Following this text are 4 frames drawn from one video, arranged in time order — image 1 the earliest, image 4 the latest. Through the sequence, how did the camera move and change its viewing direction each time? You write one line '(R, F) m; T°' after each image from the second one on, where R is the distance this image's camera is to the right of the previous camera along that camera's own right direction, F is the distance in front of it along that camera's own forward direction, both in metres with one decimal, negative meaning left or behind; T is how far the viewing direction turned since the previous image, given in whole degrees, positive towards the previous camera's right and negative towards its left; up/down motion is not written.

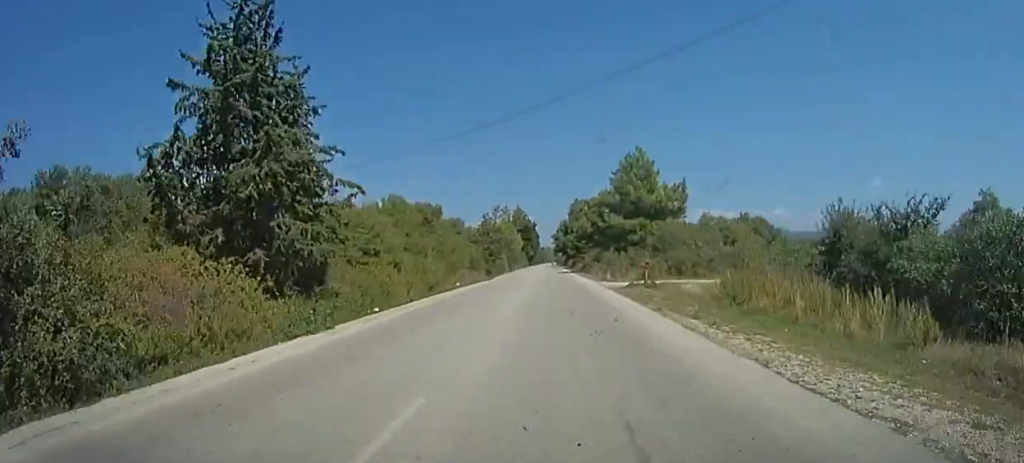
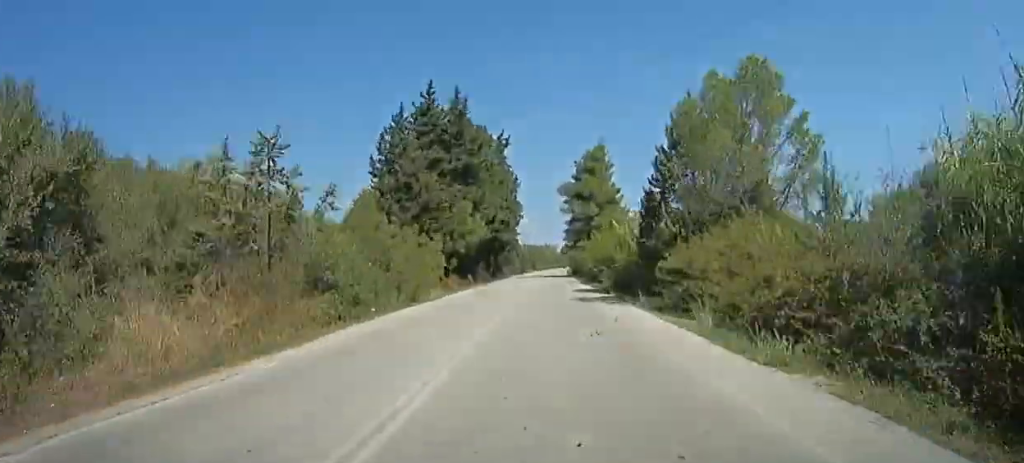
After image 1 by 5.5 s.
(+2.1, +150.5) m; -2°
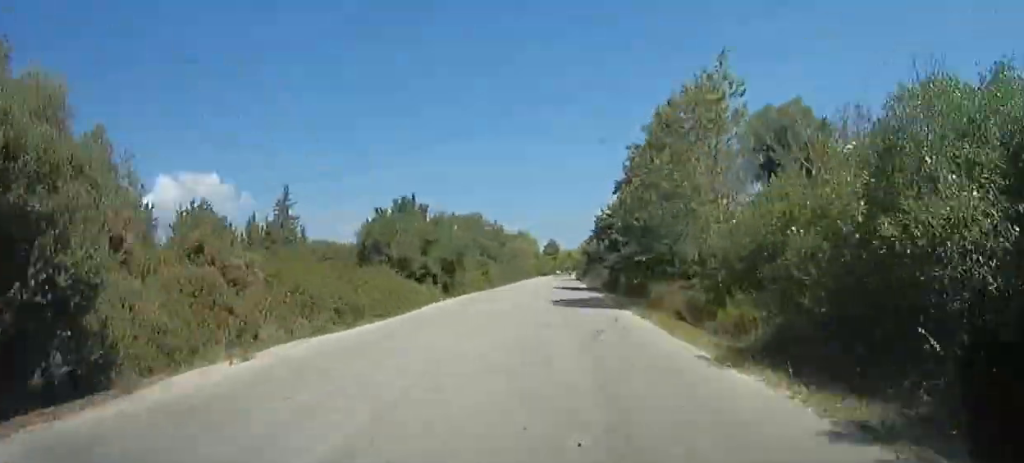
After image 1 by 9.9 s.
(+9.8, +120.5) m; +9°
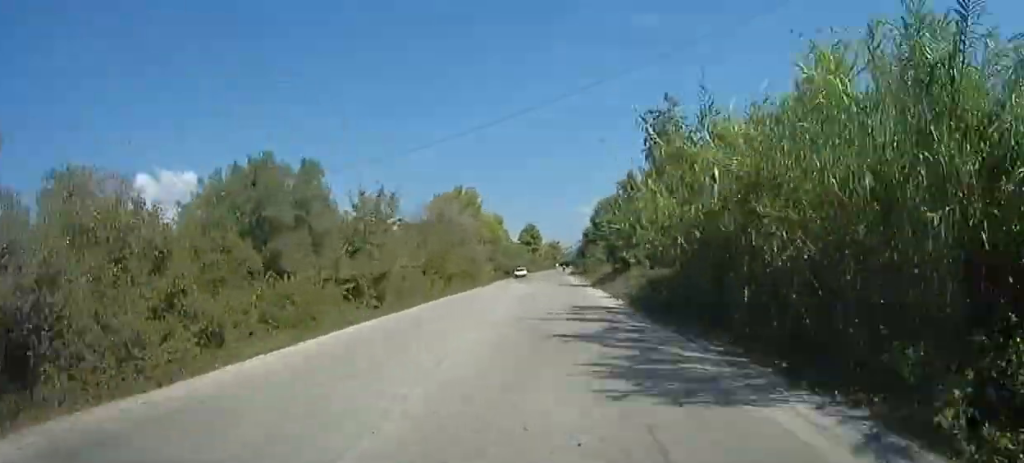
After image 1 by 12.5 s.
(-3.8, +70.2) m; -2°
